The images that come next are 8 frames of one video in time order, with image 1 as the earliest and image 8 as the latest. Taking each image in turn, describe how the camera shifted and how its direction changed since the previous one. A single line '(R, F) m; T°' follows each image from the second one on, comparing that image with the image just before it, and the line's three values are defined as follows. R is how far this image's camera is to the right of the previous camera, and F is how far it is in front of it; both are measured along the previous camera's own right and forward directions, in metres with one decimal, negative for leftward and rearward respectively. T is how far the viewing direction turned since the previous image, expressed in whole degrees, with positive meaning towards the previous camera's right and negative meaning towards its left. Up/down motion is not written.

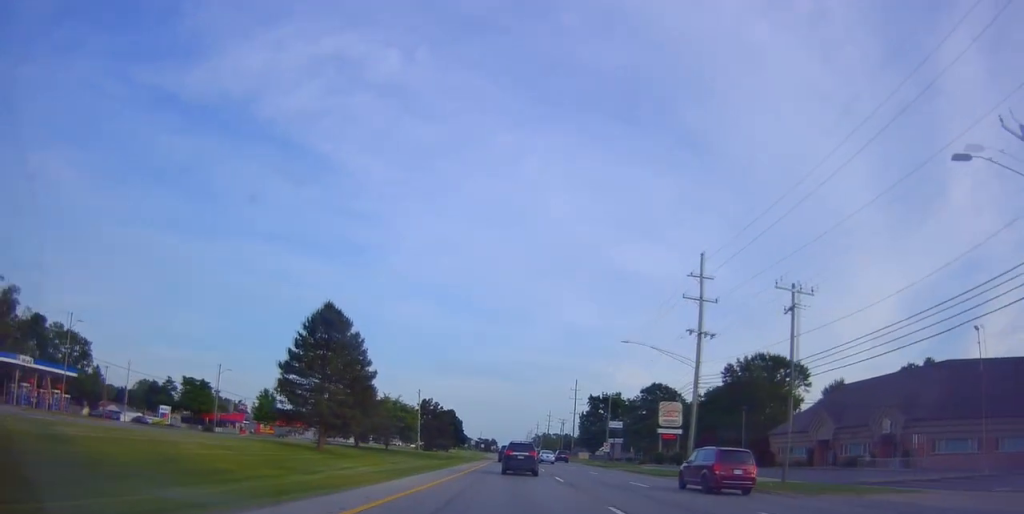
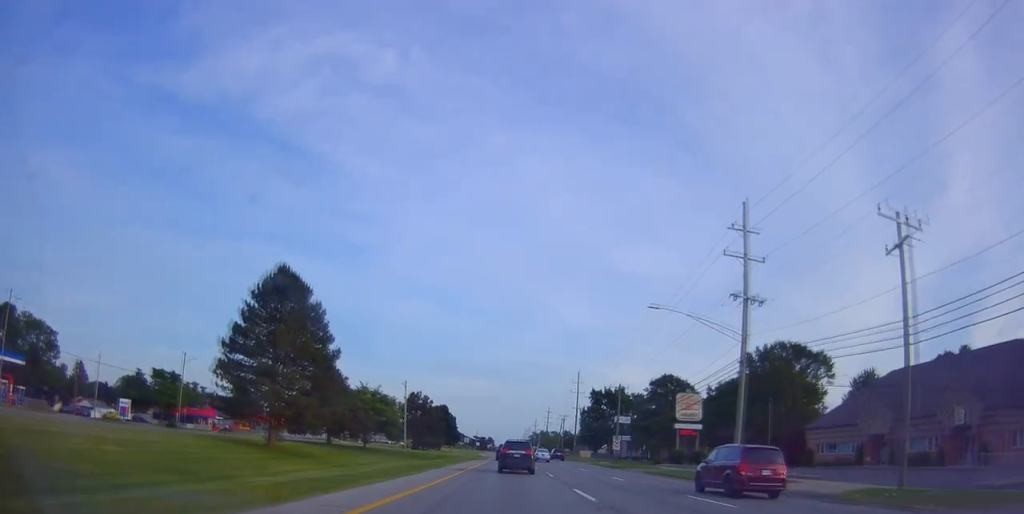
(-0.1, +10.3) m; +1°
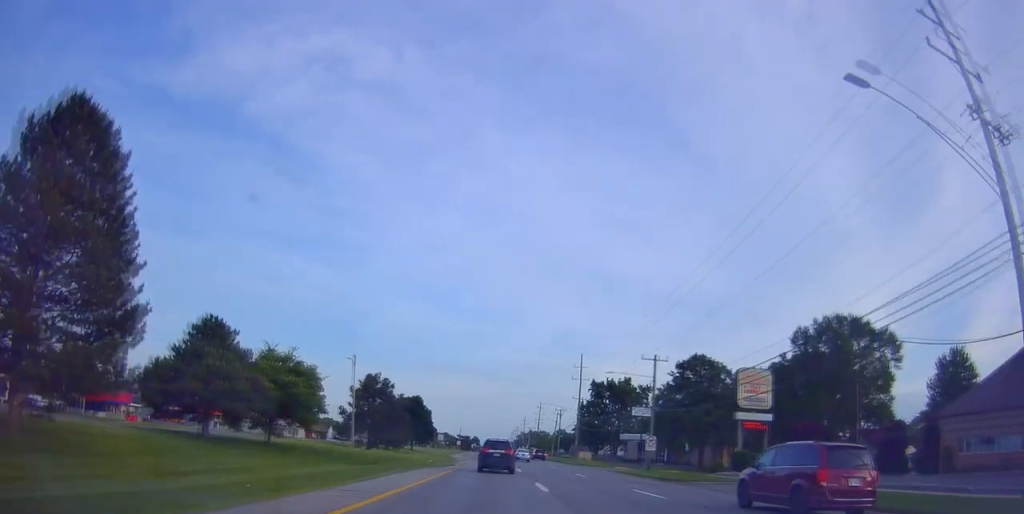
(+0.6, +23.9) m; +2°
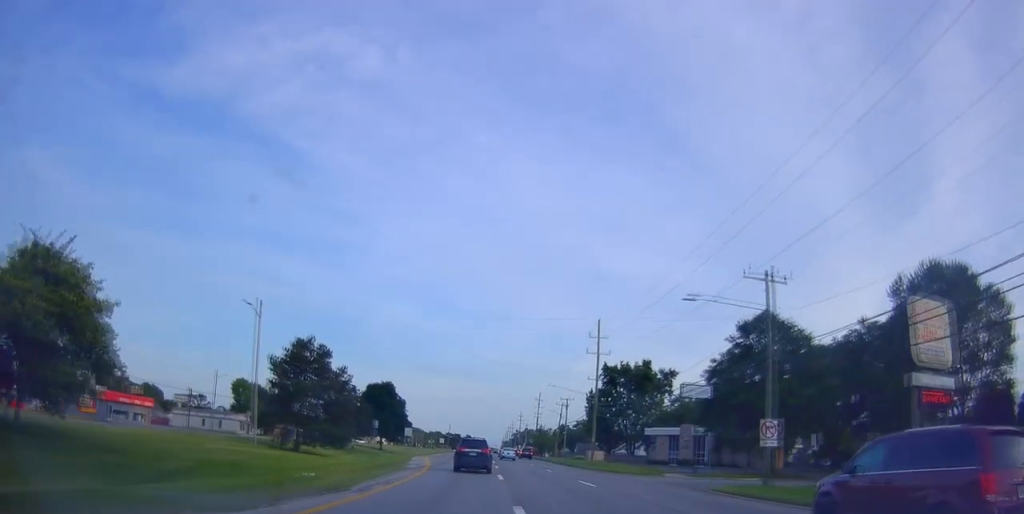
(+0.1, +25.1) m; -1°
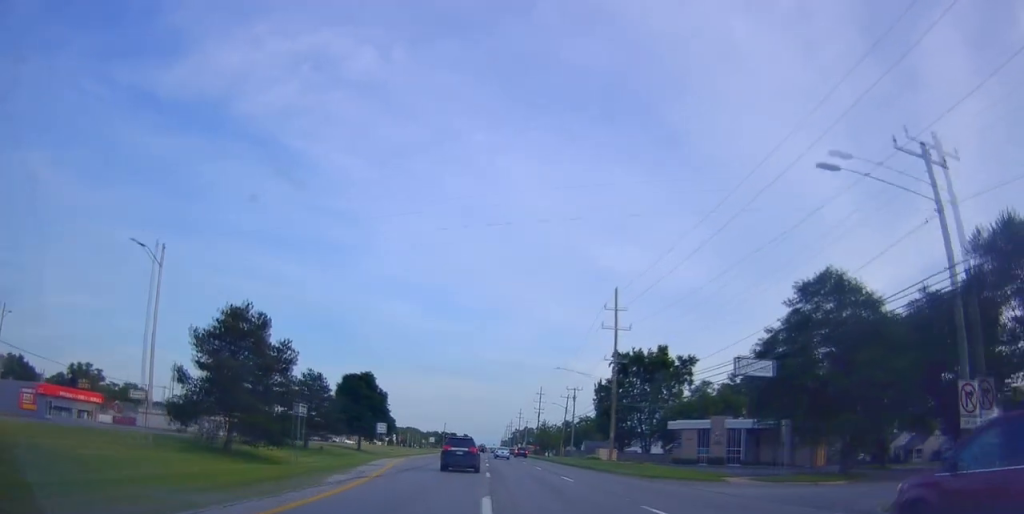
(-0.5, +13.8) m; 0°
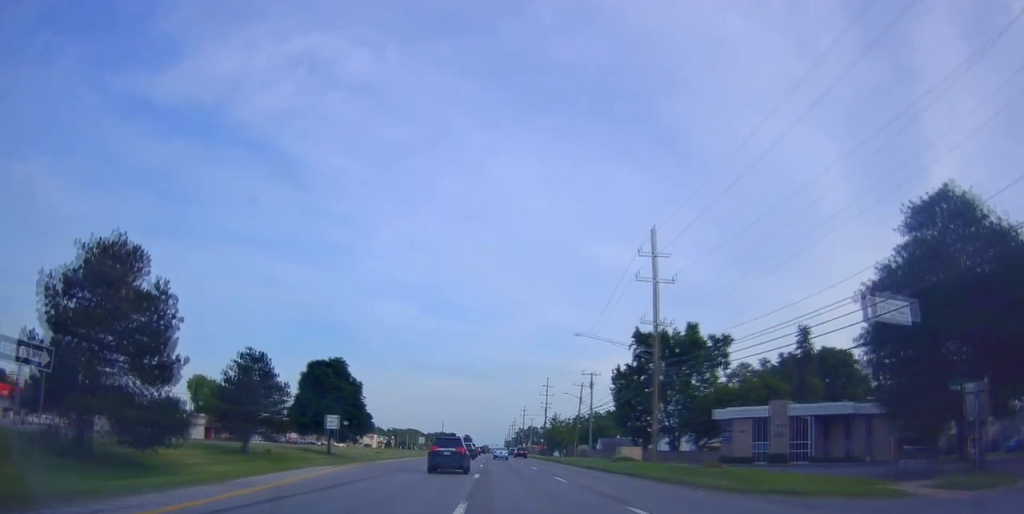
(+0.5, +16.3) m; +1°
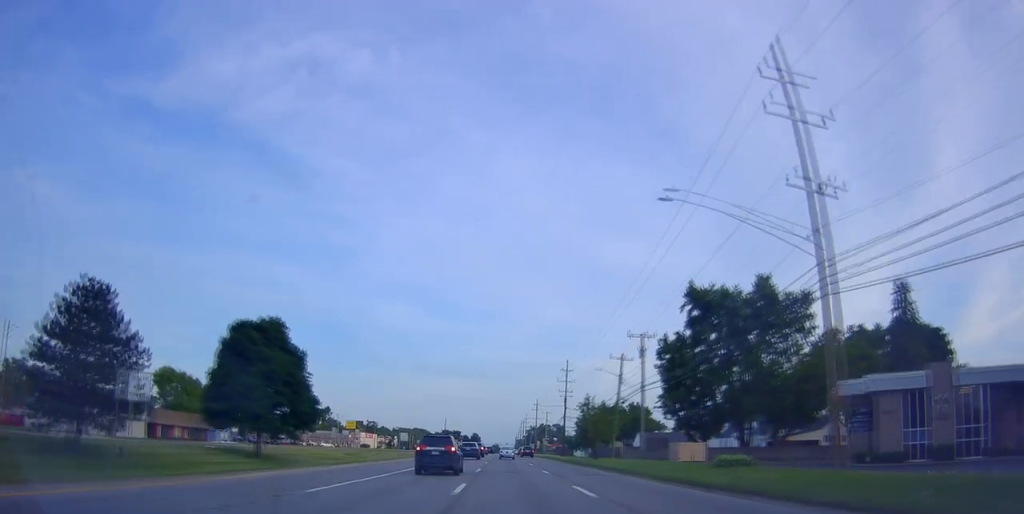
(0.0, +23.4) m; -1°
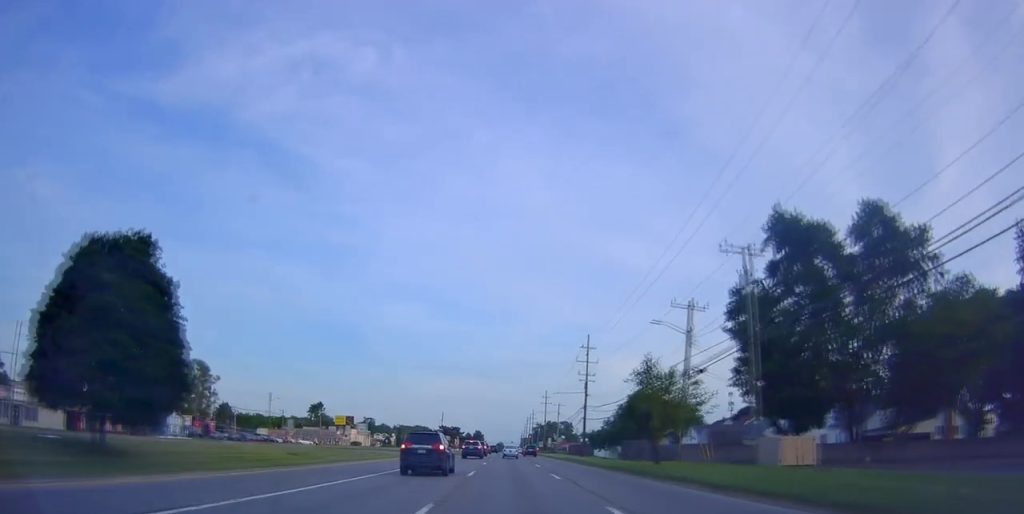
(-0.4, +22.1) m; -1°
